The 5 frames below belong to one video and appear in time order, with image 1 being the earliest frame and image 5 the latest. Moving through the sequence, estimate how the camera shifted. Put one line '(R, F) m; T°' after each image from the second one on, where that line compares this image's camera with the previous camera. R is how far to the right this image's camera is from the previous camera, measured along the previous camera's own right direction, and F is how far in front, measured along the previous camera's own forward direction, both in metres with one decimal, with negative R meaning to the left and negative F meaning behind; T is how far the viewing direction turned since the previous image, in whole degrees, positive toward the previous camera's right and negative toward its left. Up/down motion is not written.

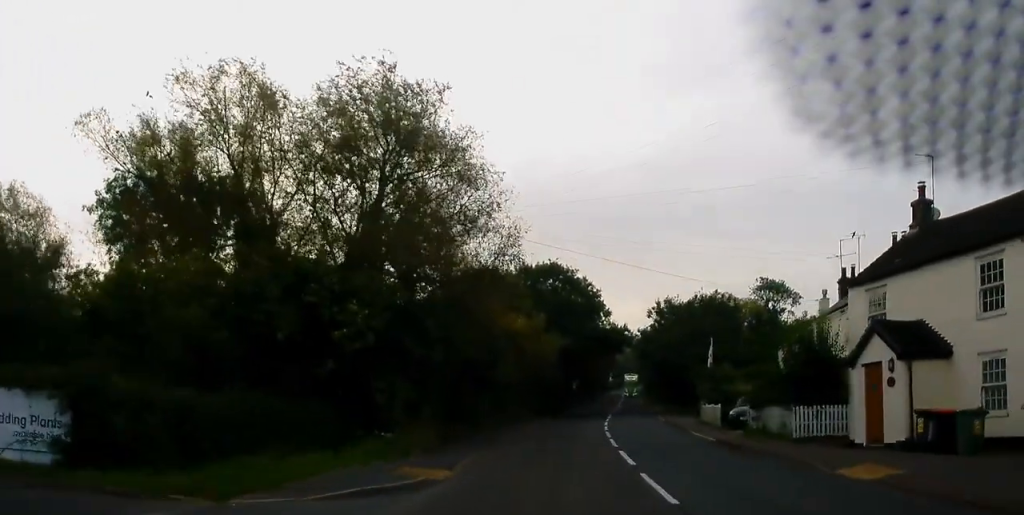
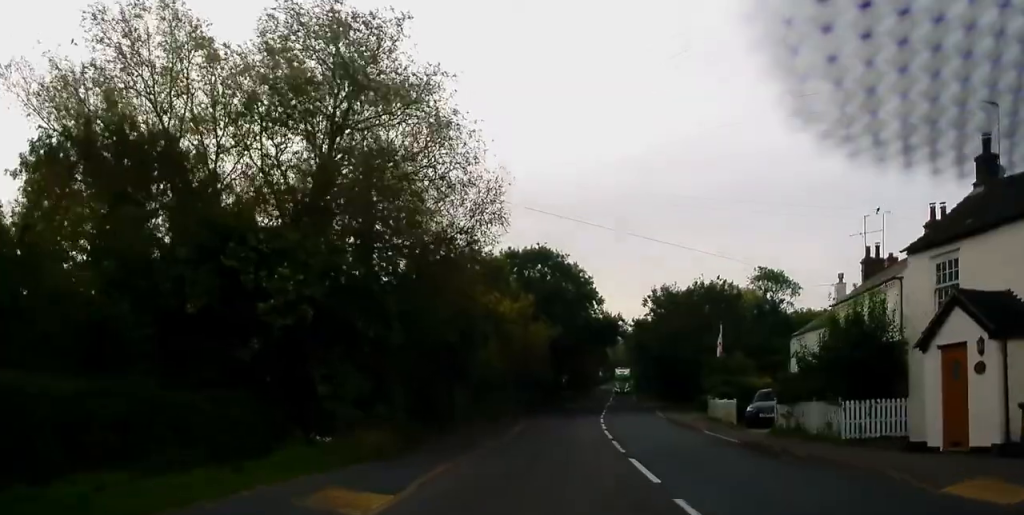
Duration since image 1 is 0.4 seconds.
(+0.1, +4.7) m; +1°
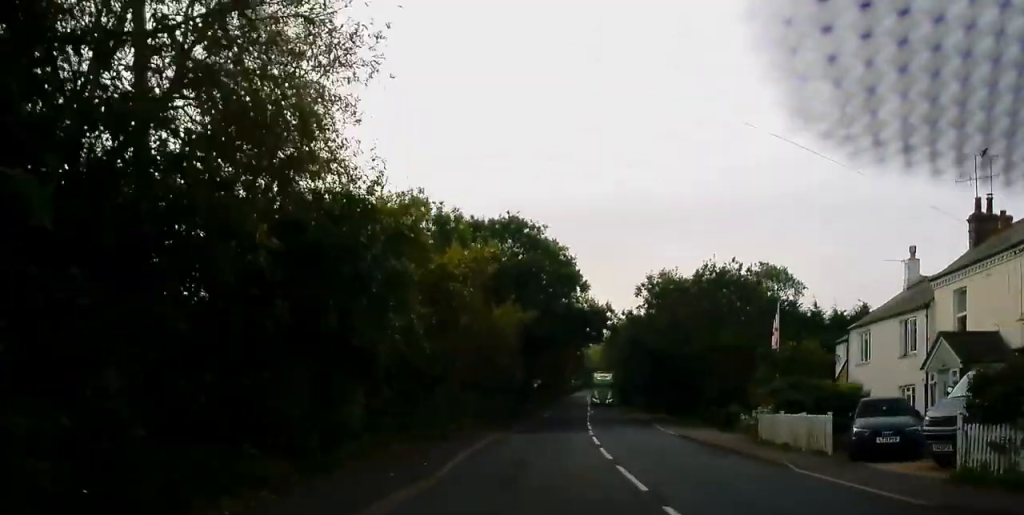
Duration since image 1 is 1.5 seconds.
(-0.1, +12.1) m; +2°
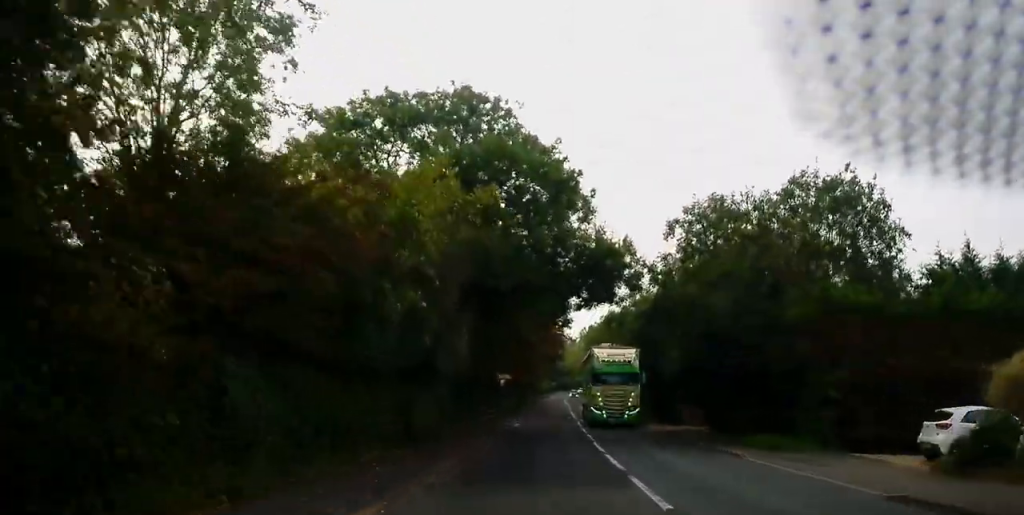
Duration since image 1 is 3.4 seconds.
(+1.4, +20.8) m; +3°
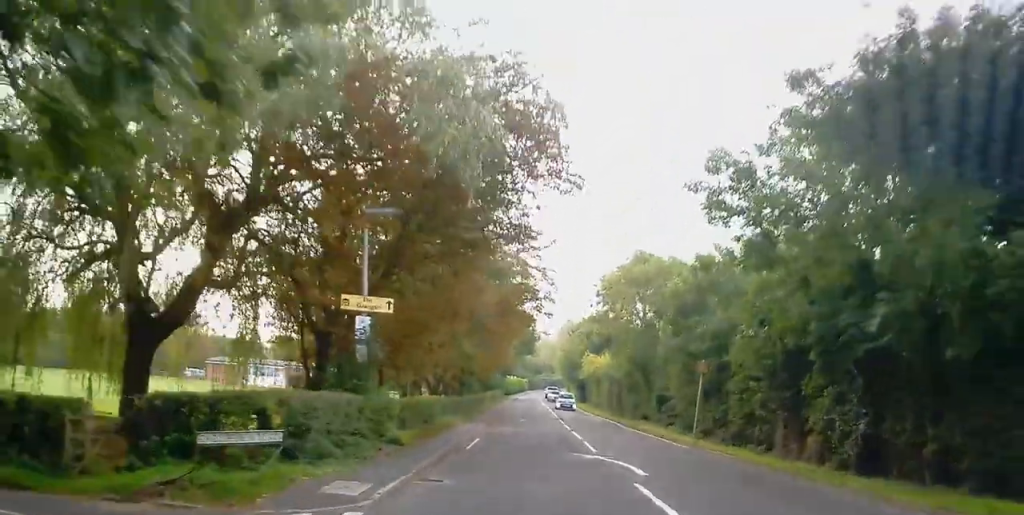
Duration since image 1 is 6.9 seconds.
(0.0, +37.8) m; +1°
